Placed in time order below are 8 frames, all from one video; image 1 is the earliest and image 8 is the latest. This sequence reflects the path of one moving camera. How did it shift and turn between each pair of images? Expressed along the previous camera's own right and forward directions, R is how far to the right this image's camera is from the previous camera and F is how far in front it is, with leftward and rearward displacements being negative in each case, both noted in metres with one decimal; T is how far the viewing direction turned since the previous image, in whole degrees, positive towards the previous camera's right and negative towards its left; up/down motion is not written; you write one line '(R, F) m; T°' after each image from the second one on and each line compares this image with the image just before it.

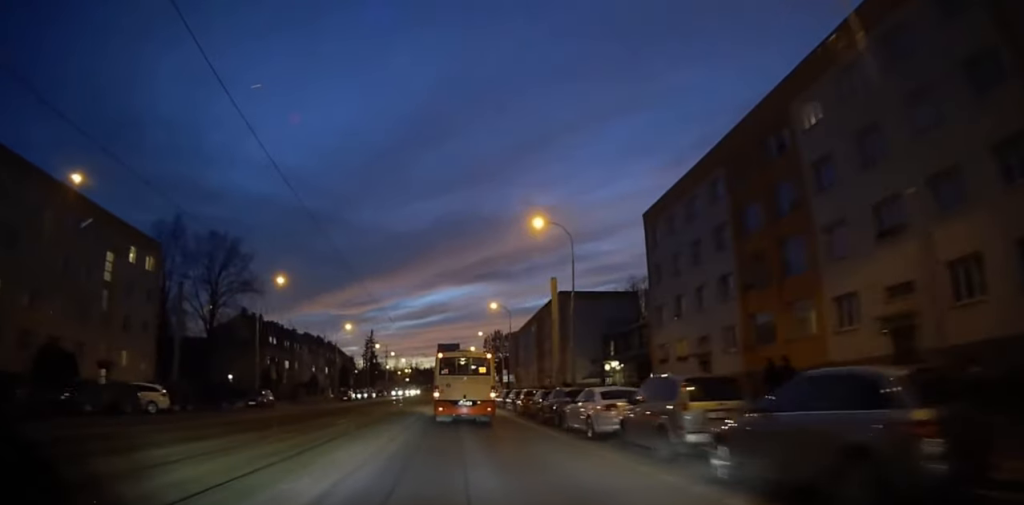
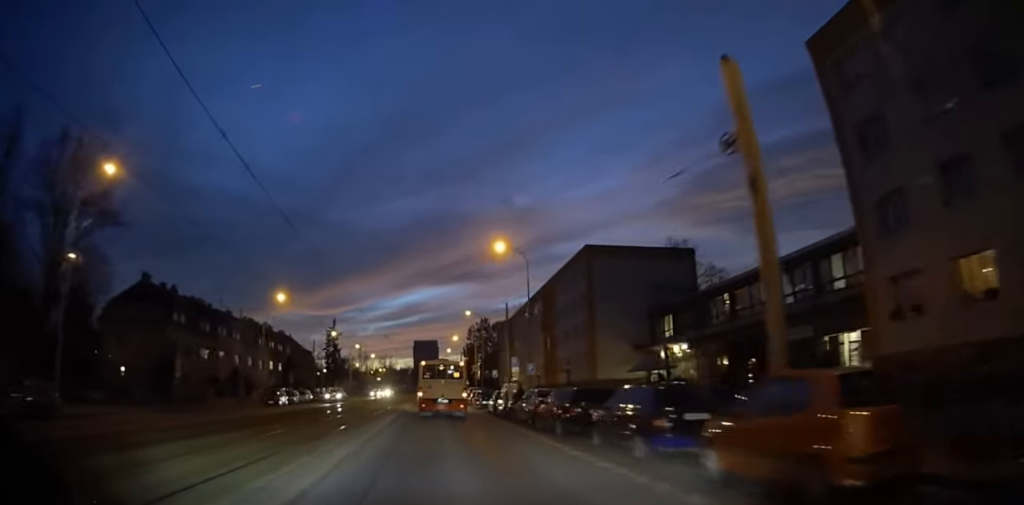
(+0.1, +26.0) m; +1°
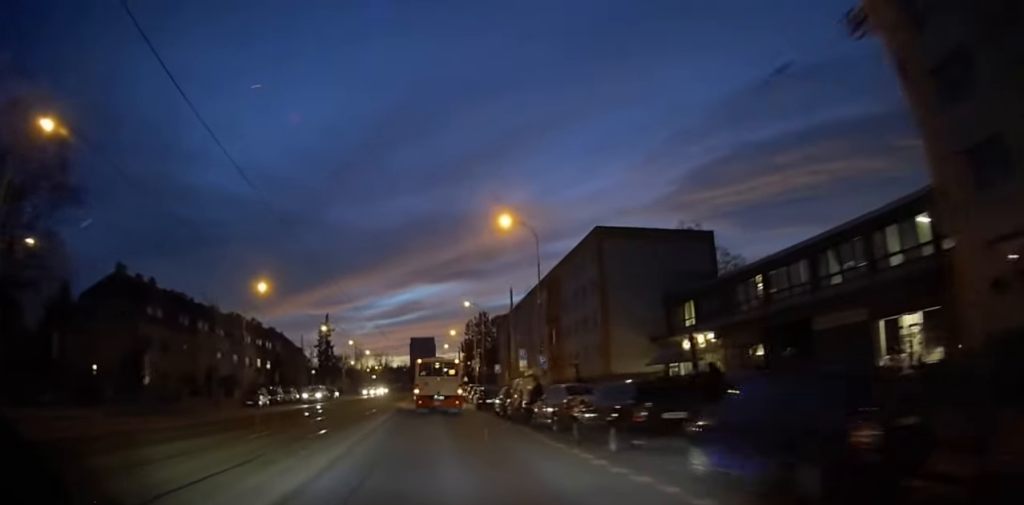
(0.0, +5.3) m; 0°
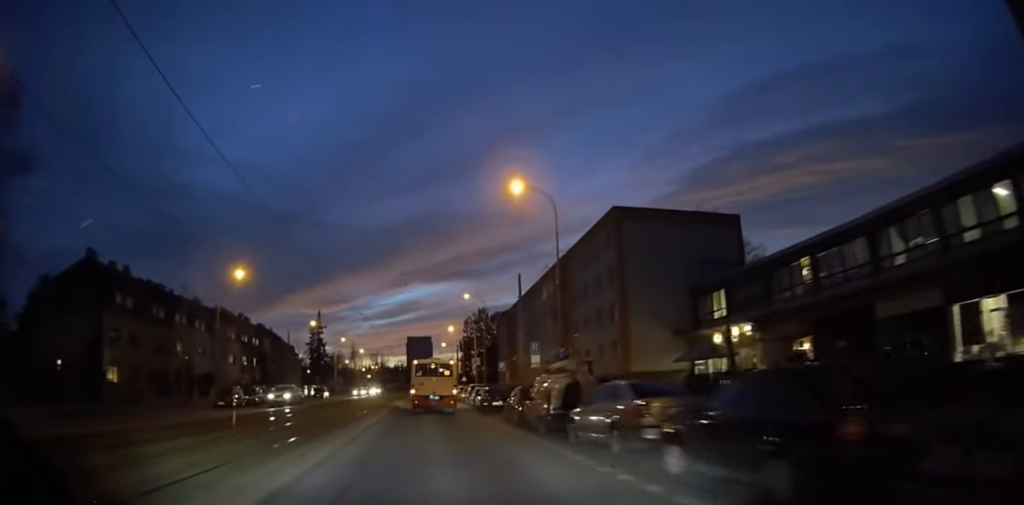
(+0.1, +5.9) m; 0°
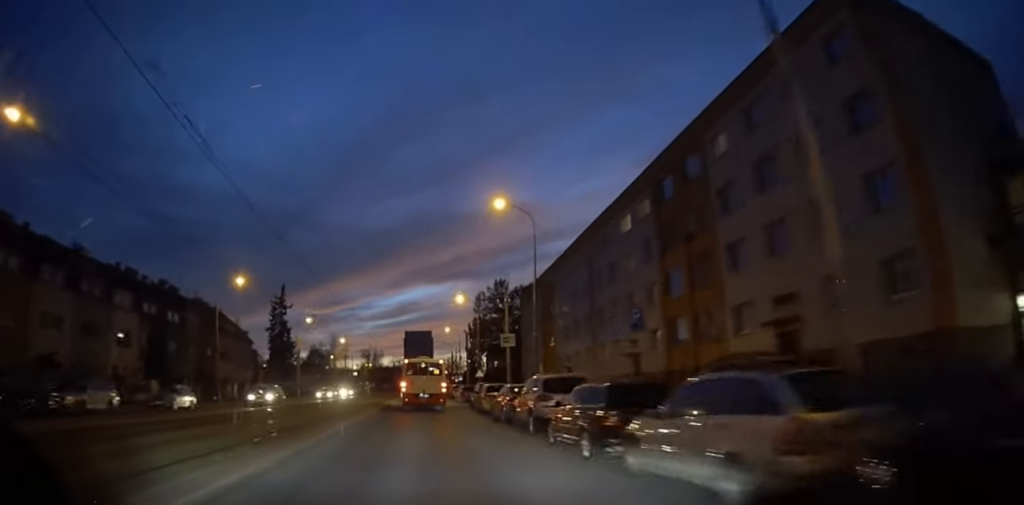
(-0.2, +31.0) m; -2°
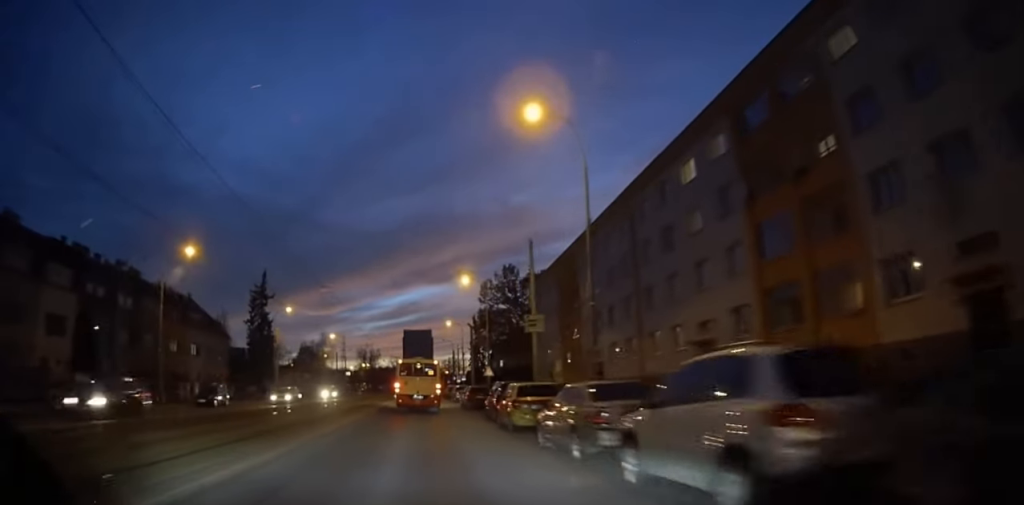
(-0.1, +11.1) m; 0°
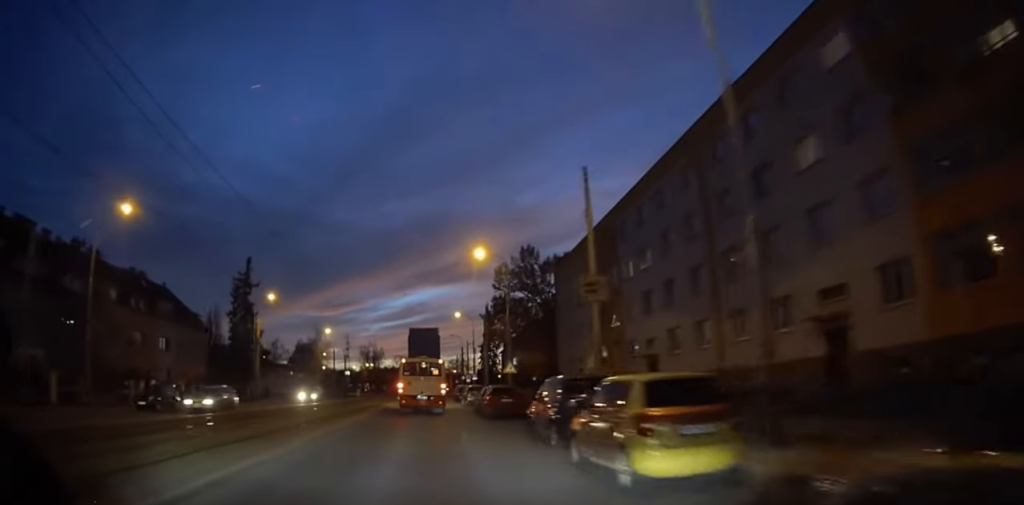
(0.0, +10.2) m; +1°
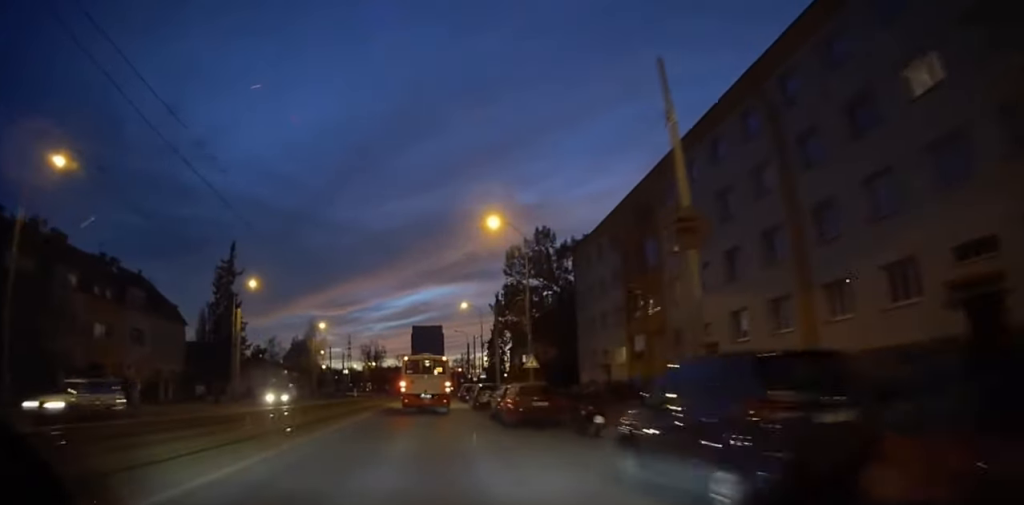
(-0.1, +7.4) m; +1°
